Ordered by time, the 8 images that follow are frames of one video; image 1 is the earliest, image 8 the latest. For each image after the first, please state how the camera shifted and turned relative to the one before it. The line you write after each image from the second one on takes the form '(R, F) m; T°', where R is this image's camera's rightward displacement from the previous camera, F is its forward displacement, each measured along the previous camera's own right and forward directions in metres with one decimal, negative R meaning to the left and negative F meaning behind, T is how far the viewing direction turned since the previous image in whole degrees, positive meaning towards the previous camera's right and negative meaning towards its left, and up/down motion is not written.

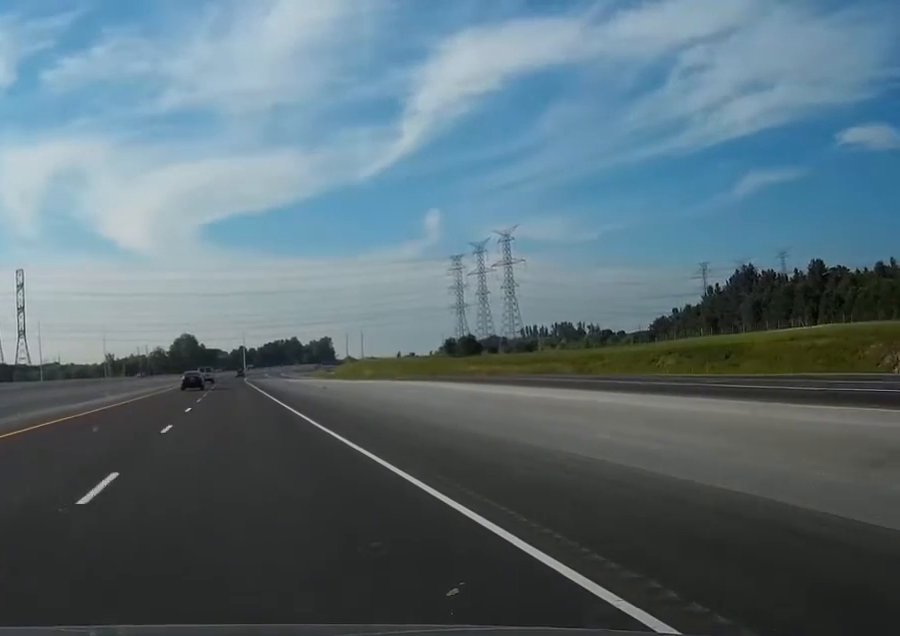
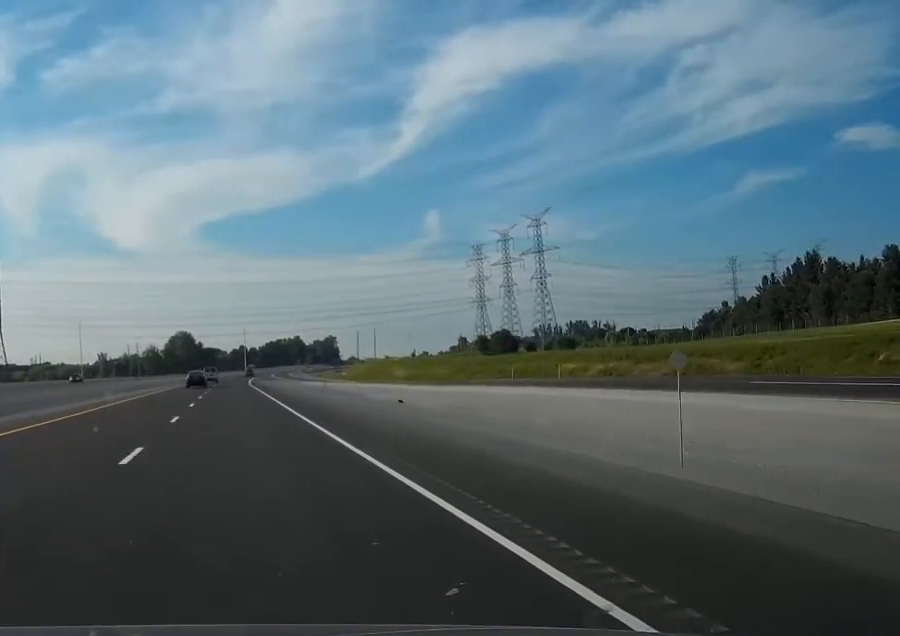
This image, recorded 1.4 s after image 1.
(-0.1, +43.6) m; 0°
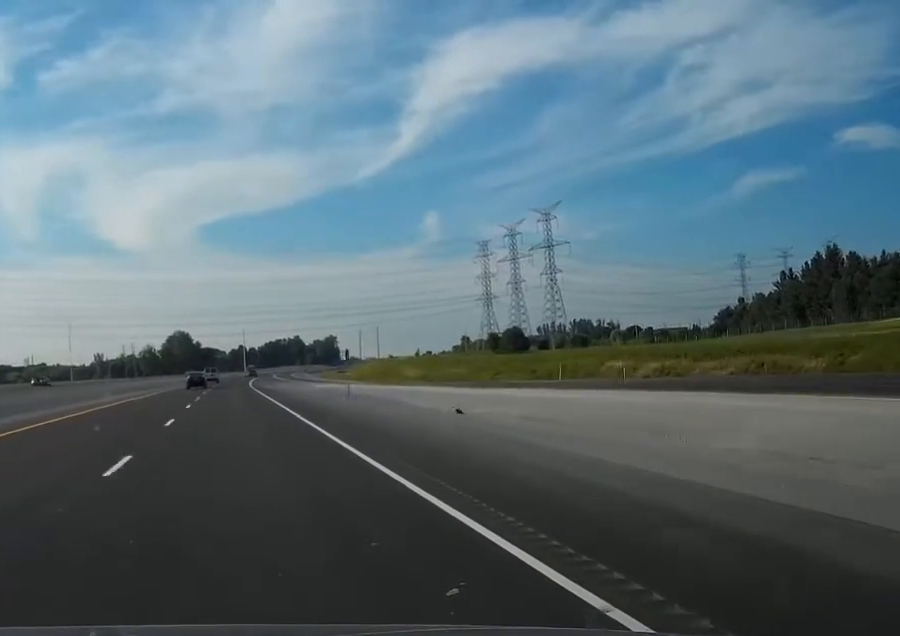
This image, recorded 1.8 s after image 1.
(0.0, +13.5) m; 0°
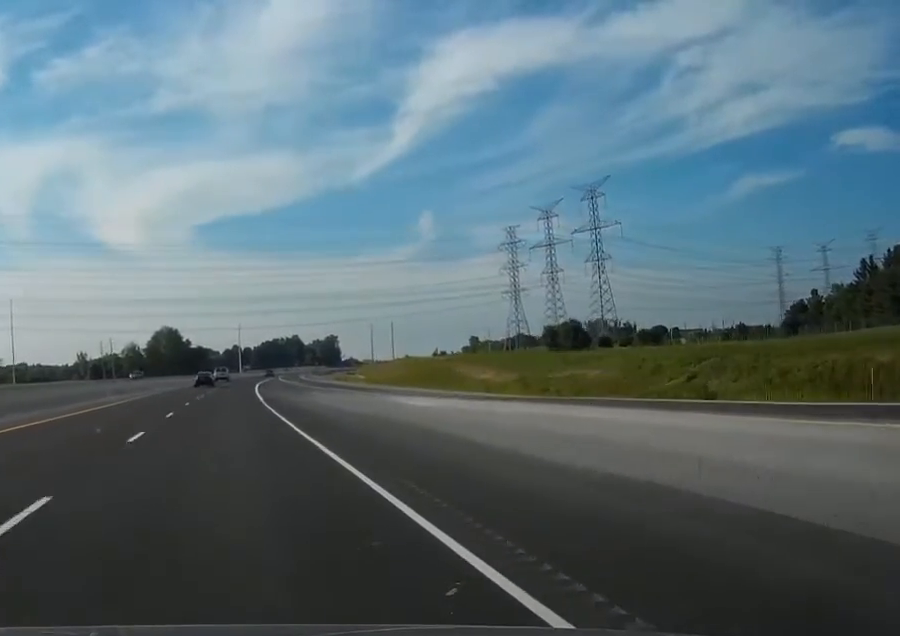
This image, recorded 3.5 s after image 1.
(+0.1, +53.0) m; 0°
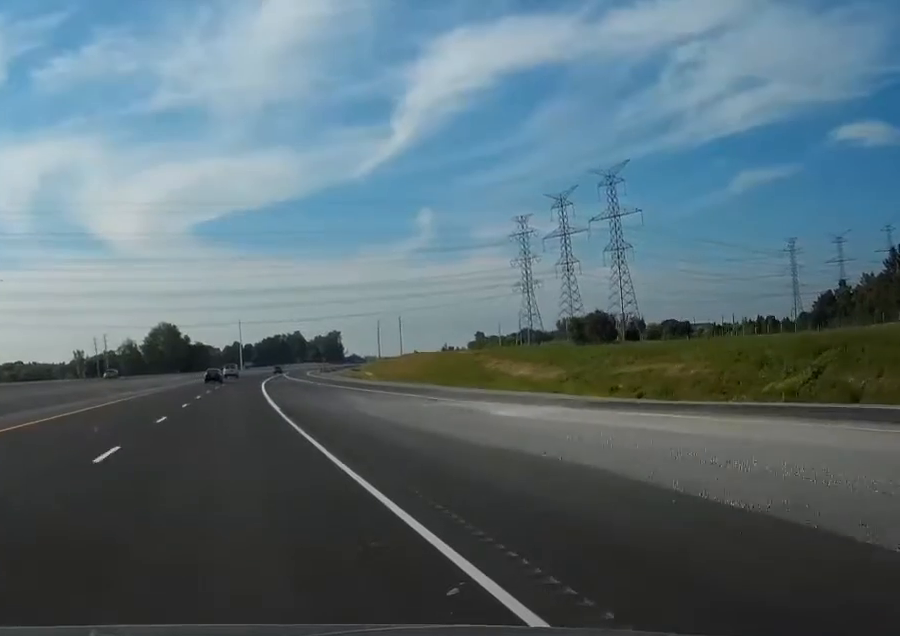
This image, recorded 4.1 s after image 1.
(0.0, +16.6) m; 0°
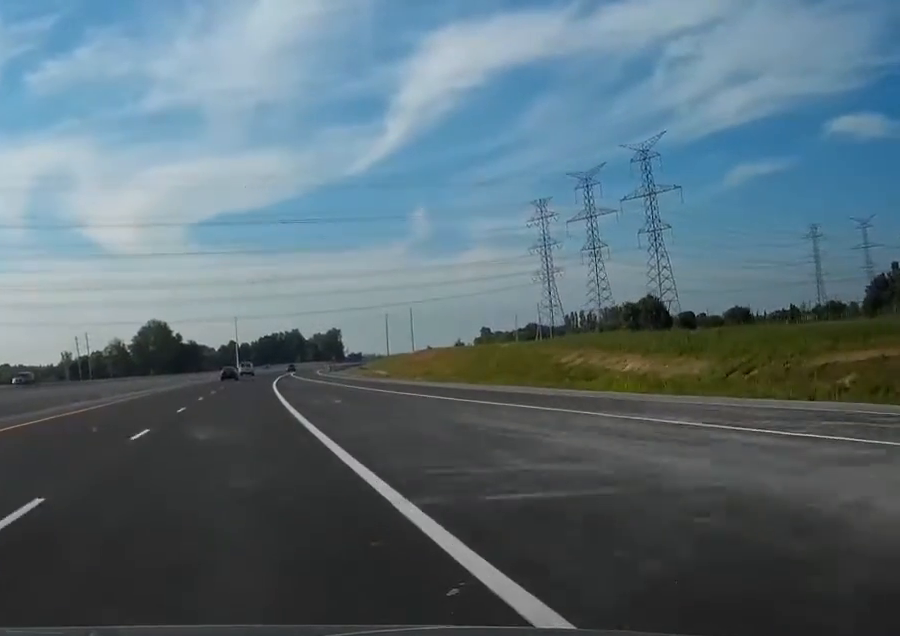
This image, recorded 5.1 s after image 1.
(+0.1, +31.2) m; 0°
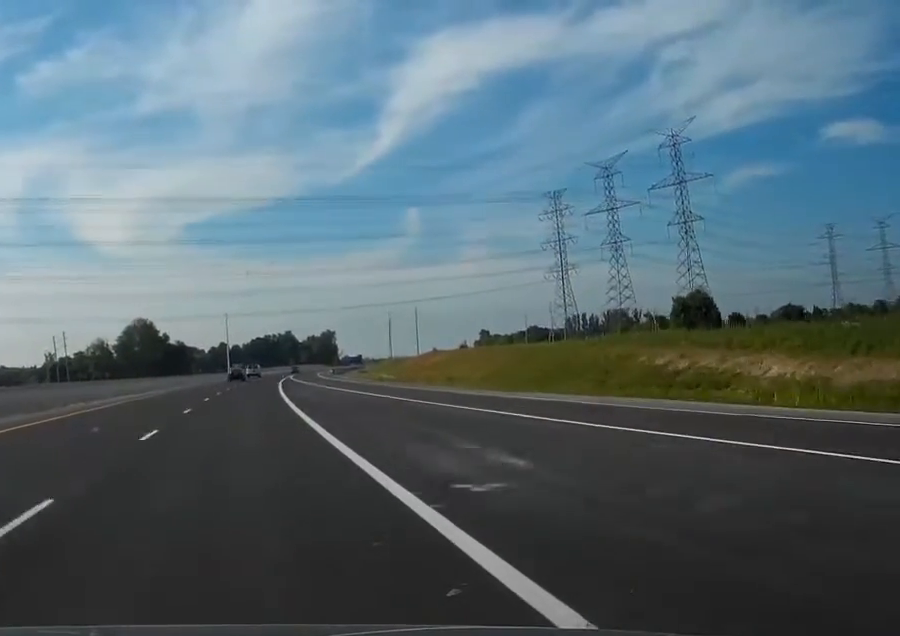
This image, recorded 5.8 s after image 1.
(+0.1, +23.9) m; +1°
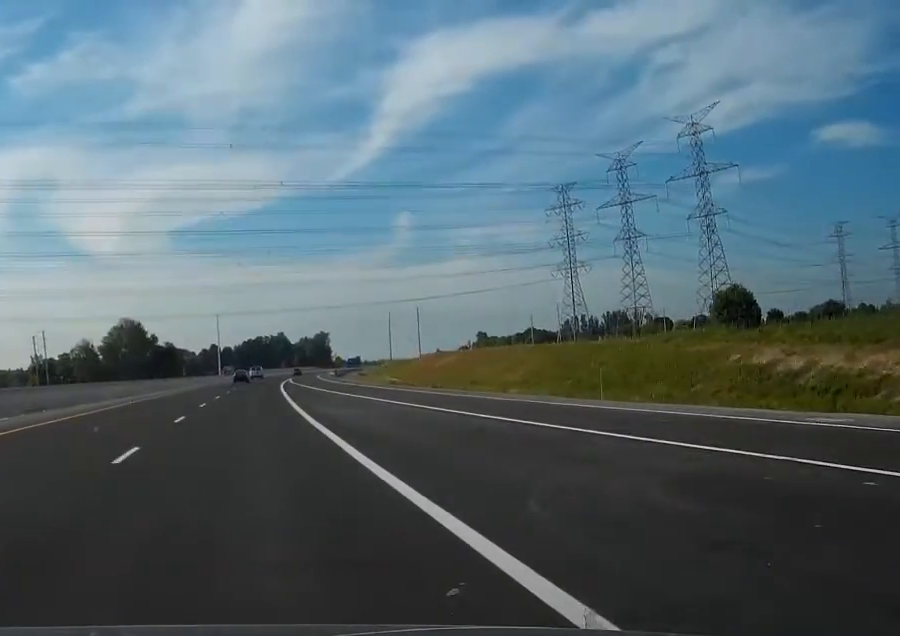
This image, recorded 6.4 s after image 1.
(+0.1, +16.7) m; +1°
